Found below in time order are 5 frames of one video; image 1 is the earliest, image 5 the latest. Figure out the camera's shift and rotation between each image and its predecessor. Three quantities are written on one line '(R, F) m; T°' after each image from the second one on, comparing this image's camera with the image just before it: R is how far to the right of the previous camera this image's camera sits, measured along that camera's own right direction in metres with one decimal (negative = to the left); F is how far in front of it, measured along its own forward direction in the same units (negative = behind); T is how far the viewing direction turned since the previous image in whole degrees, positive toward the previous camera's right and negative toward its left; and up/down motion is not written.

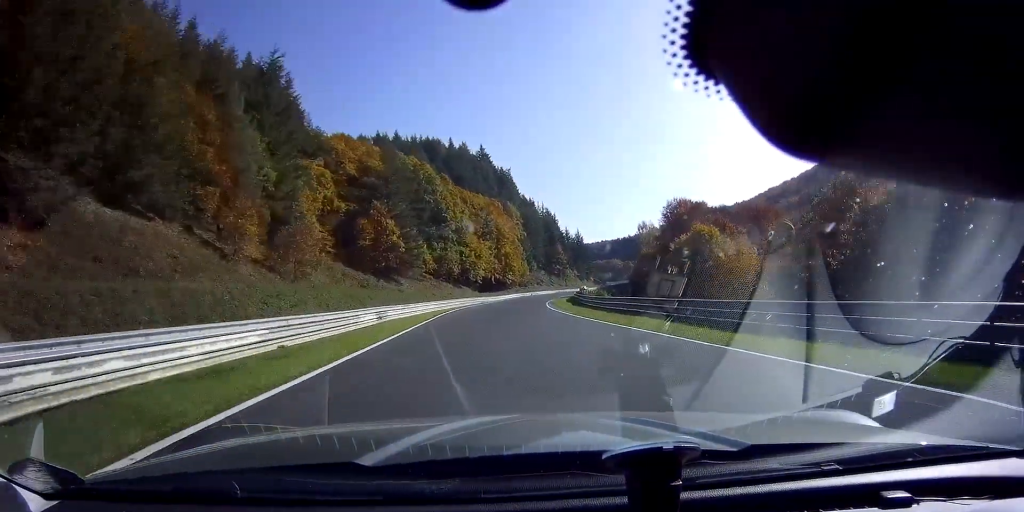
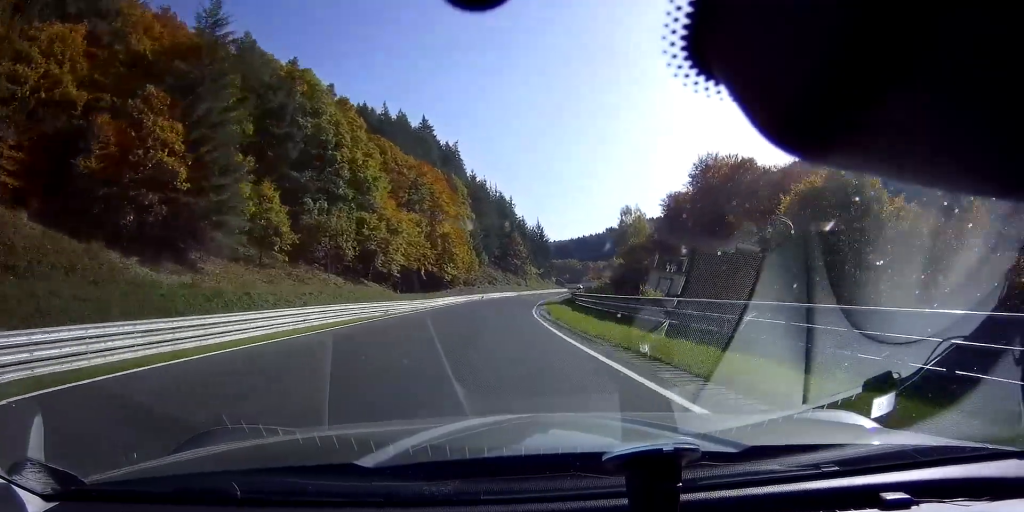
(+2.1, +42.0) m; +8°
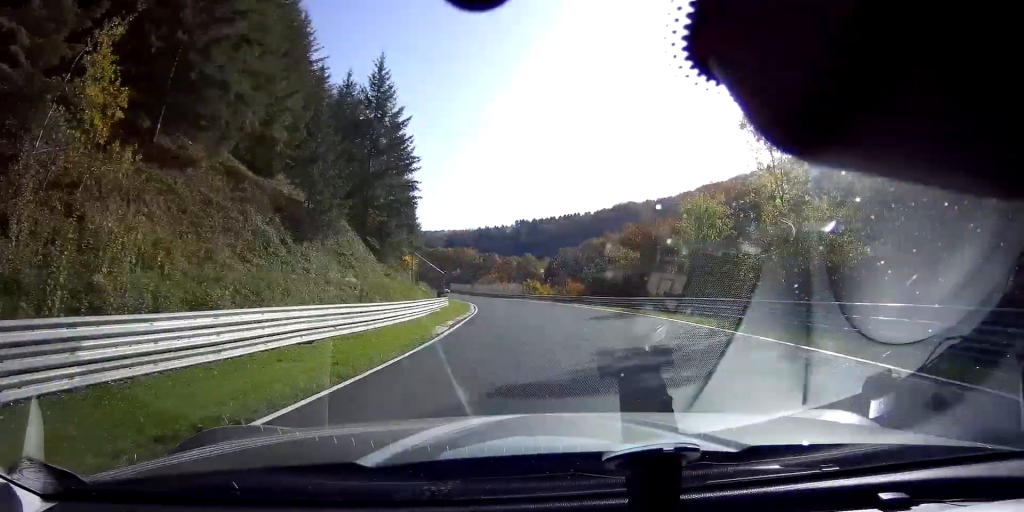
(+15.7, +131.7) m; +8°
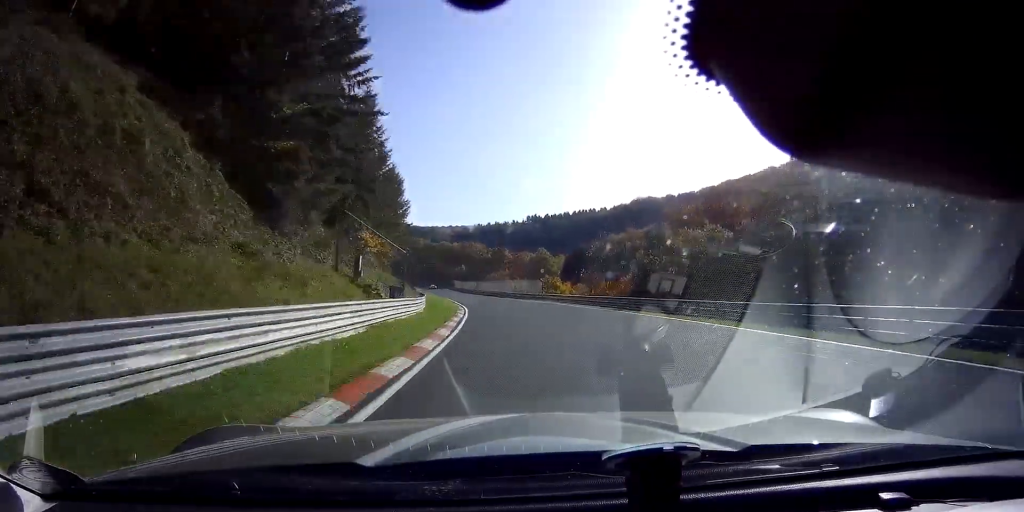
(0.0, +24.1) m; 0°
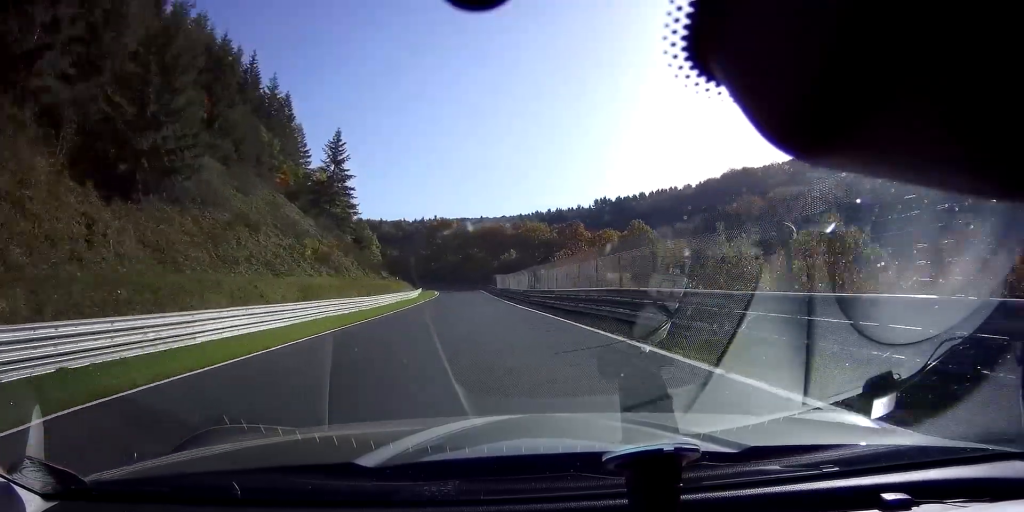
(-2.9, +71.2) m; -7°
